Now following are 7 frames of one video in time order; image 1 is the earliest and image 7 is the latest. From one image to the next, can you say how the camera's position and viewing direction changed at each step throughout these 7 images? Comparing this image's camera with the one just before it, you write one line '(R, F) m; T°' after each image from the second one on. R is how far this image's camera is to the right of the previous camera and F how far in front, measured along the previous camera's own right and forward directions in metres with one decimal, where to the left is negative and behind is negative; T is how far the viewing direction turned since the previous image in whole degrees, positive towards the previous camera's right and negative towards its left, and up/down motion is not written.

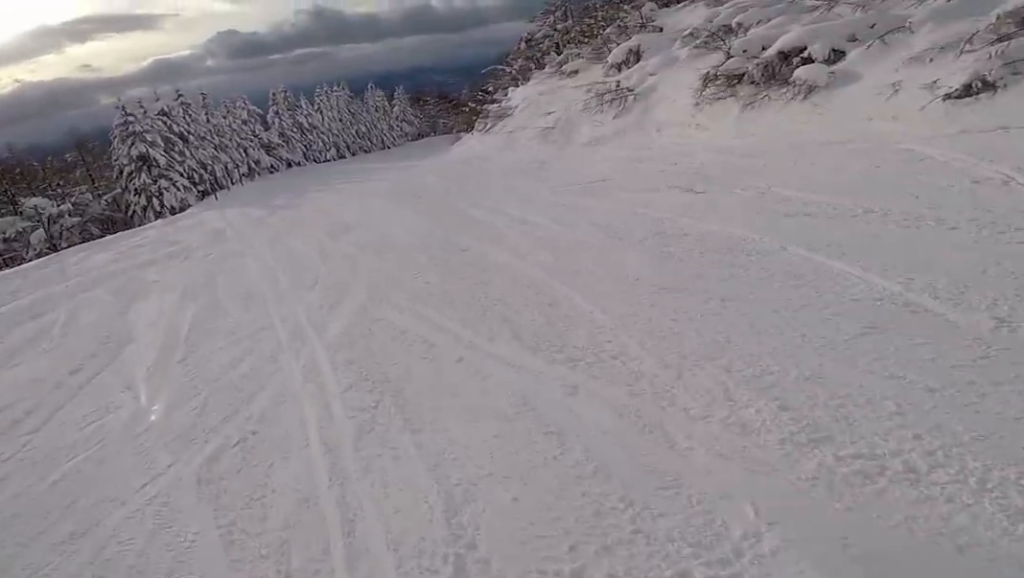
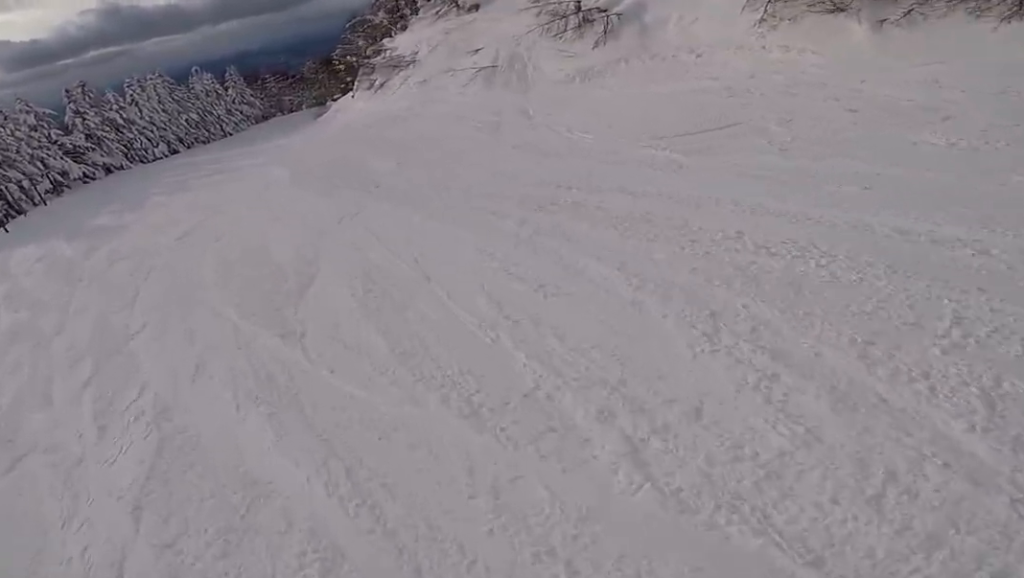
(0.0, +7.2) m; 0°
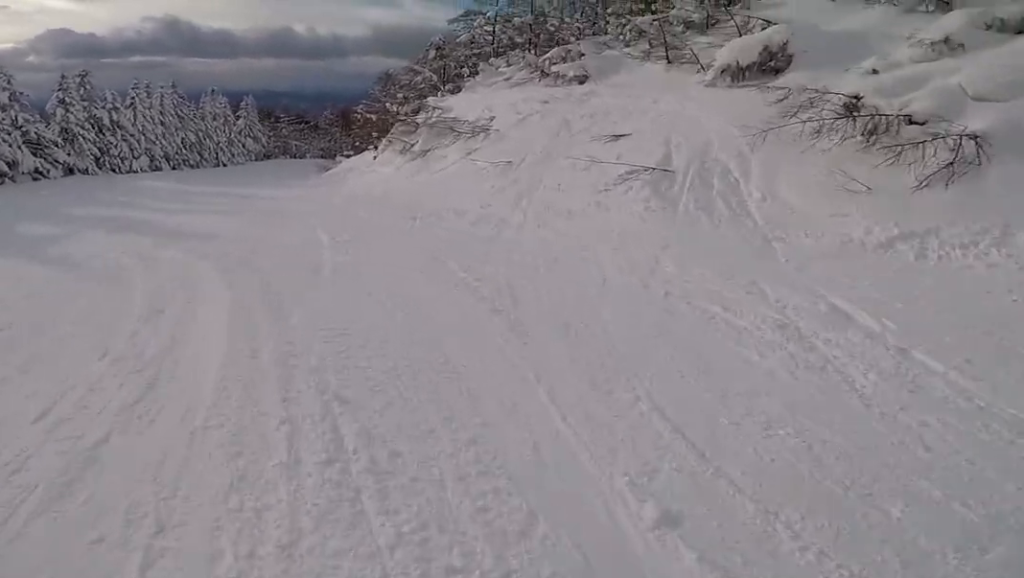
(0.0, +8.7) m; 0°
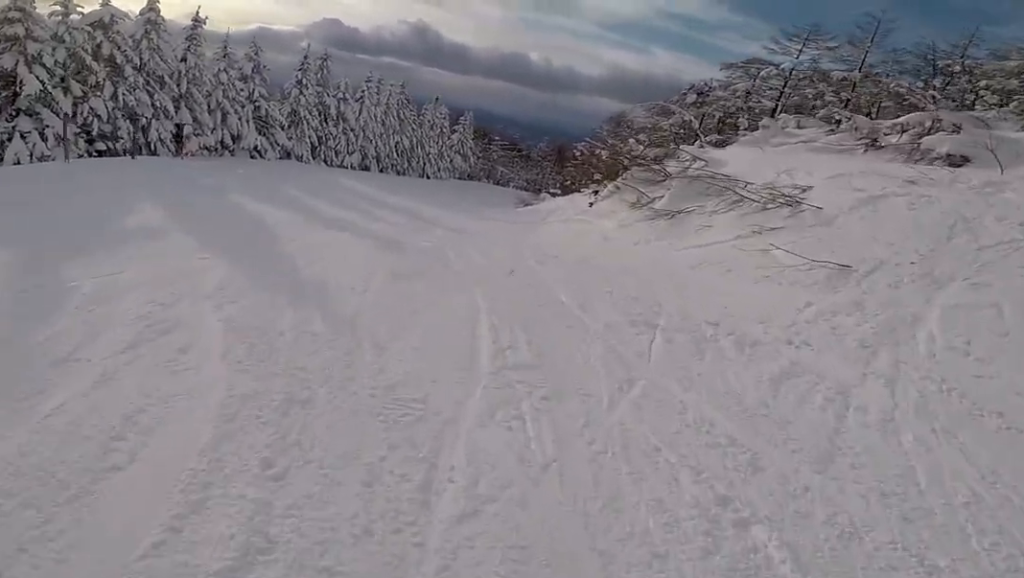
(0.0, +4.5) m; 0°
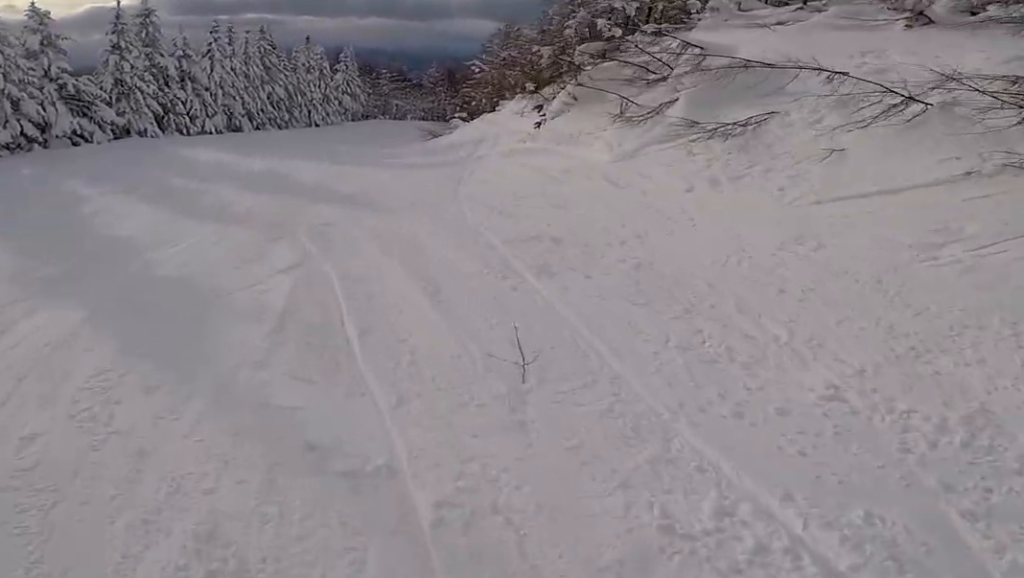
(0.0, +6.5) m; 0°
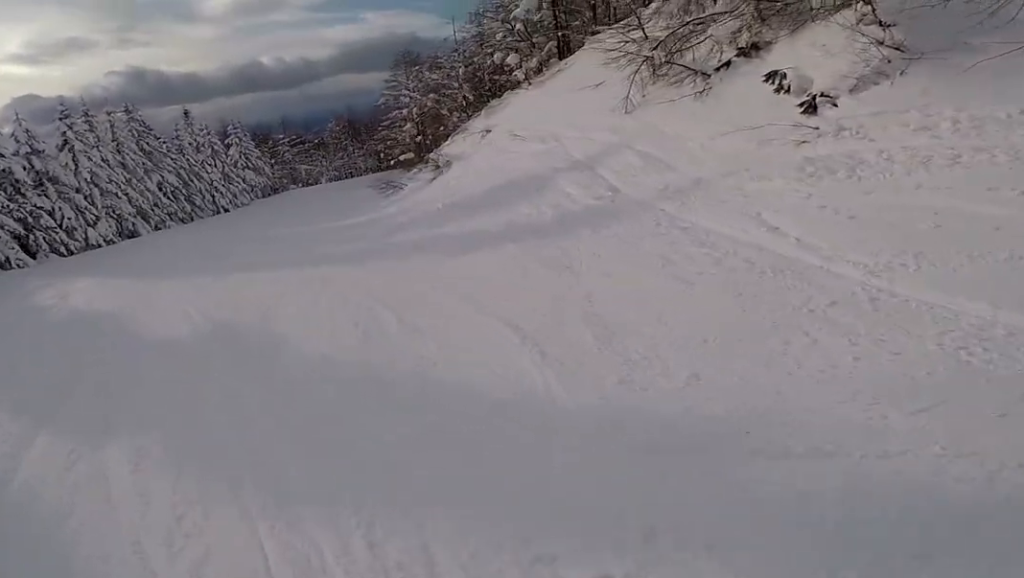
(0.0, +9.3) m; +1°
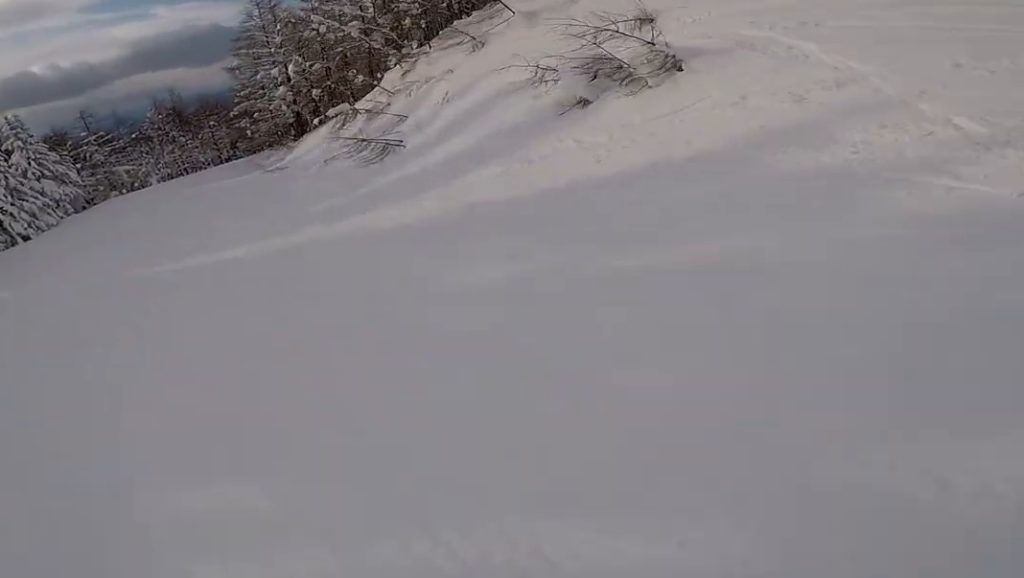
(+1.0, +12.8) m; +9°
